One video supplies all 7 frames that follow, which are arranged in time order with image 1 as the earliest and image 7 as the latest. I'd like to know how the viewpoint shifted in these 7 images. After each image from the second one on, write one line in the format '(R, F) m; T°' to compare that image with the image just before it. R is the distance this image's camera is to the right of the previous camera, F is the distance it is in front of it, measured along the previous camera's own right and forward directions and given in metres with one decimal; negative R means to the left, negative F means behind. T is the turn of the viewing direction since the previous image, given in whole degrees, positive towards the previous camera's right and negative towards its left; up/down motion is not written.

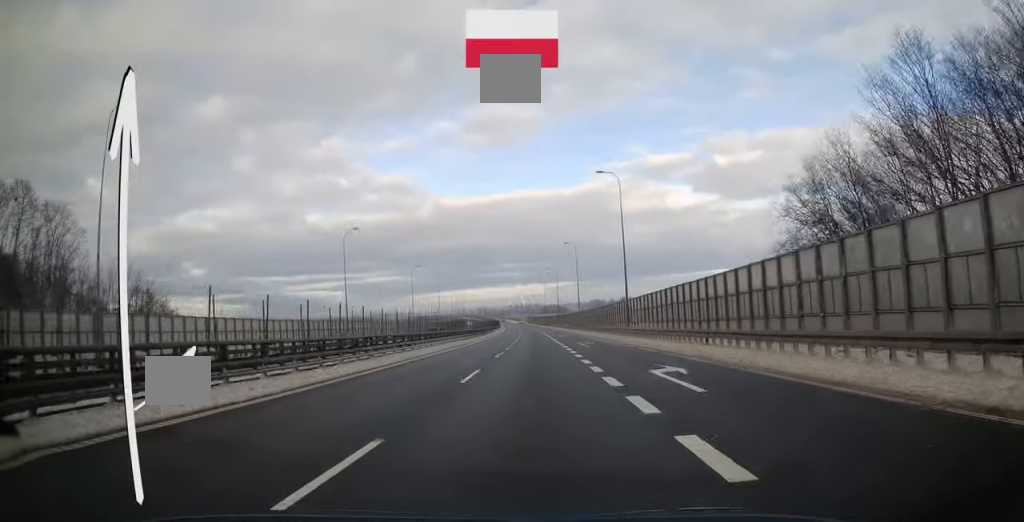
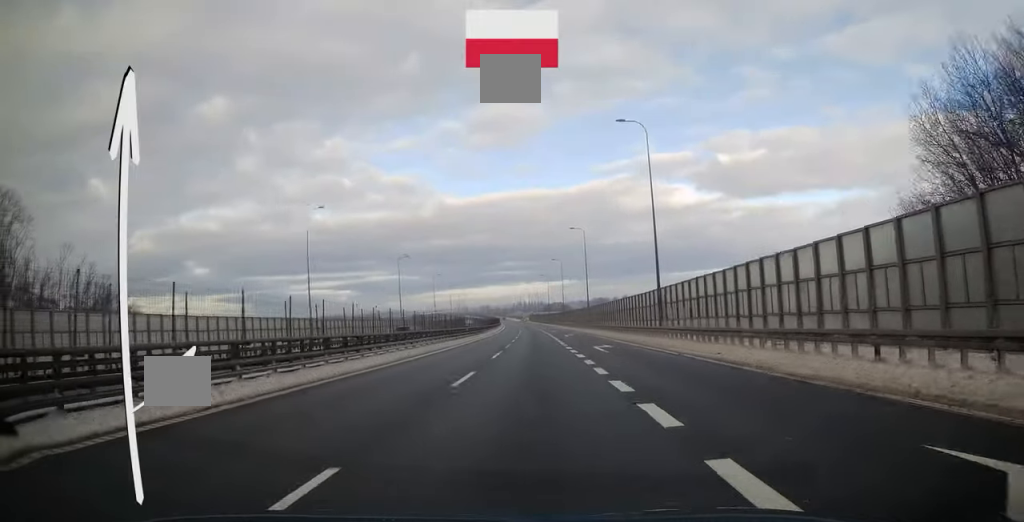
(0.0, +13.4) m; 0°
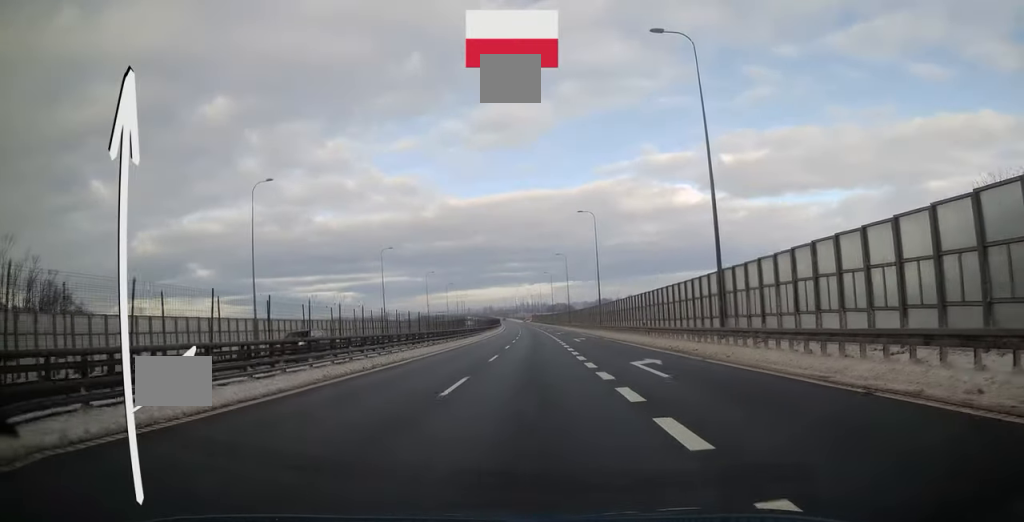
(-0.1, +13.3) m; 0°
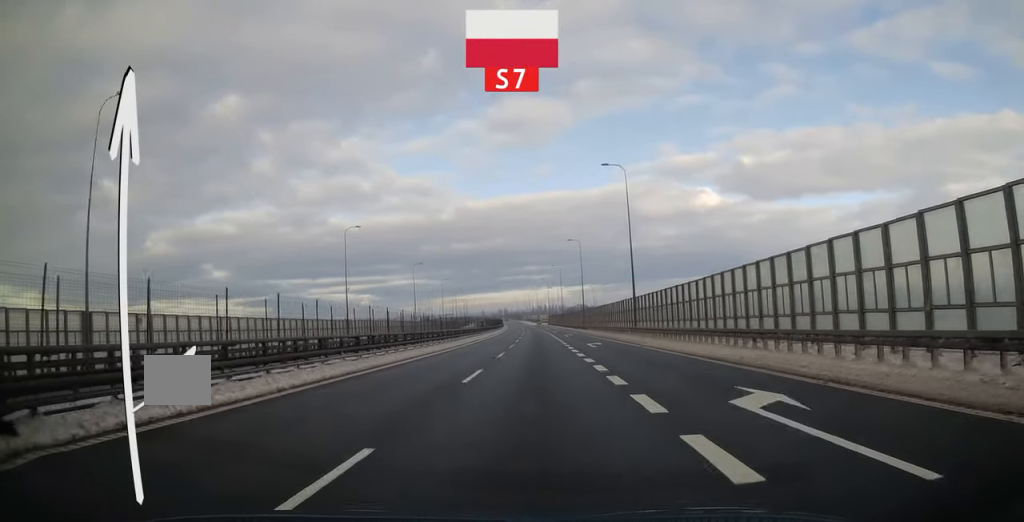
(-1.3, +69.4) m; -2°
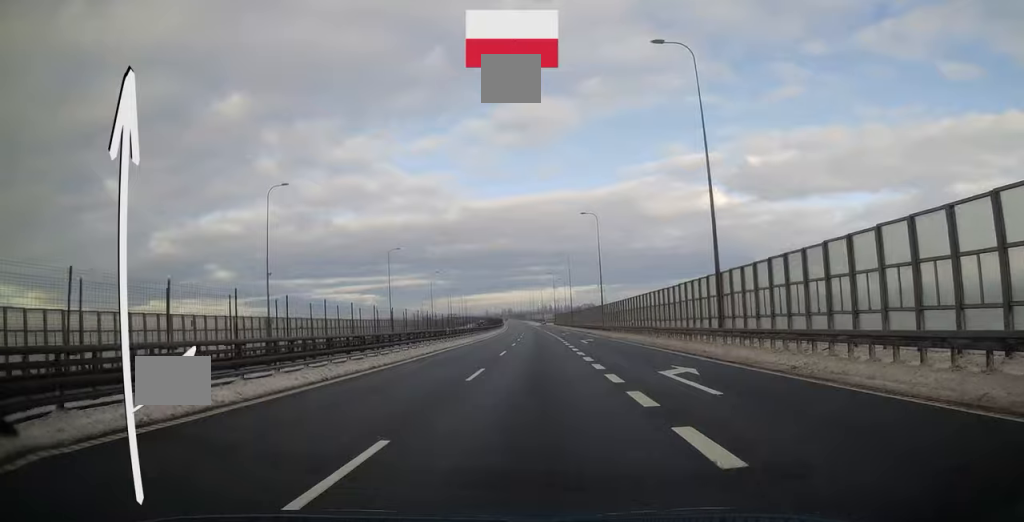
(0.0, +23.5) m; 0°
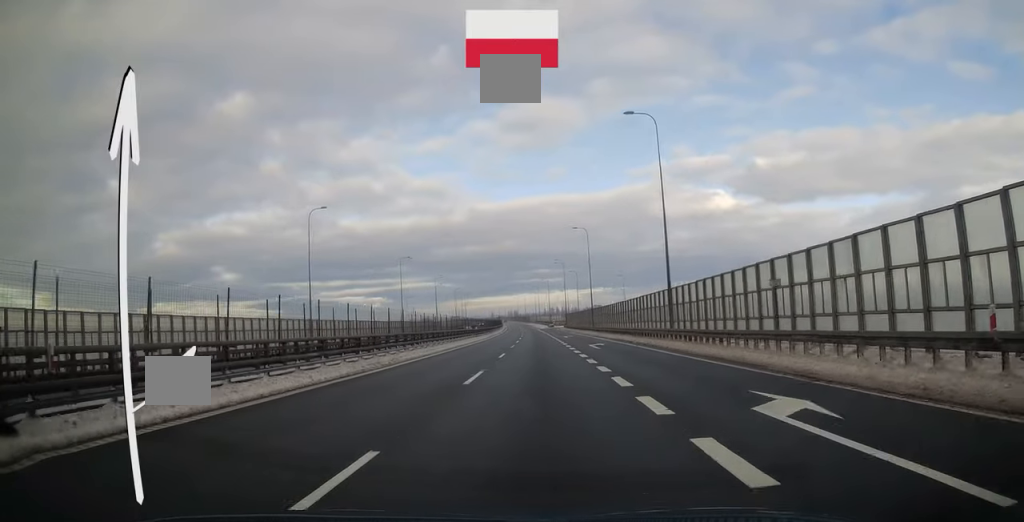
(-0.2, +36.8) m; -1°
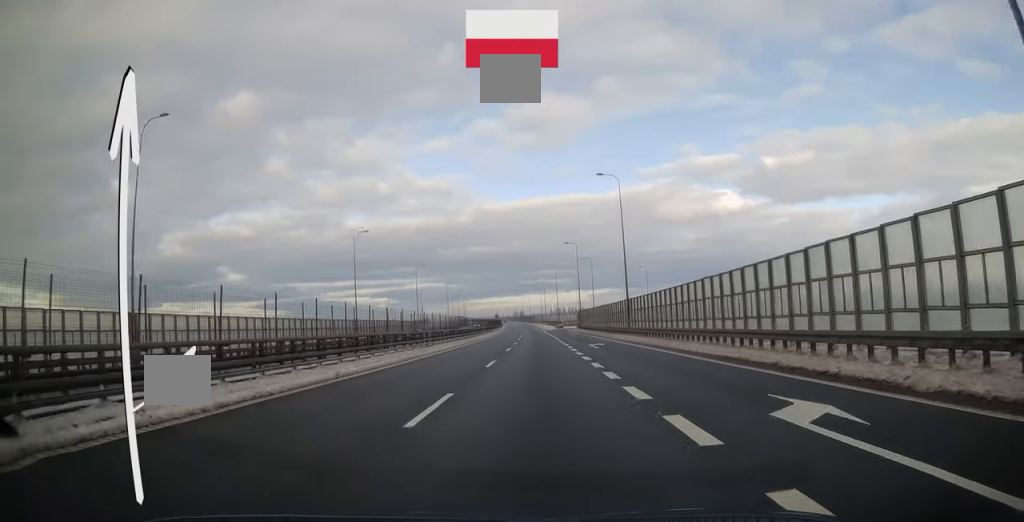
(-0.4, +30.3) m; -1°
